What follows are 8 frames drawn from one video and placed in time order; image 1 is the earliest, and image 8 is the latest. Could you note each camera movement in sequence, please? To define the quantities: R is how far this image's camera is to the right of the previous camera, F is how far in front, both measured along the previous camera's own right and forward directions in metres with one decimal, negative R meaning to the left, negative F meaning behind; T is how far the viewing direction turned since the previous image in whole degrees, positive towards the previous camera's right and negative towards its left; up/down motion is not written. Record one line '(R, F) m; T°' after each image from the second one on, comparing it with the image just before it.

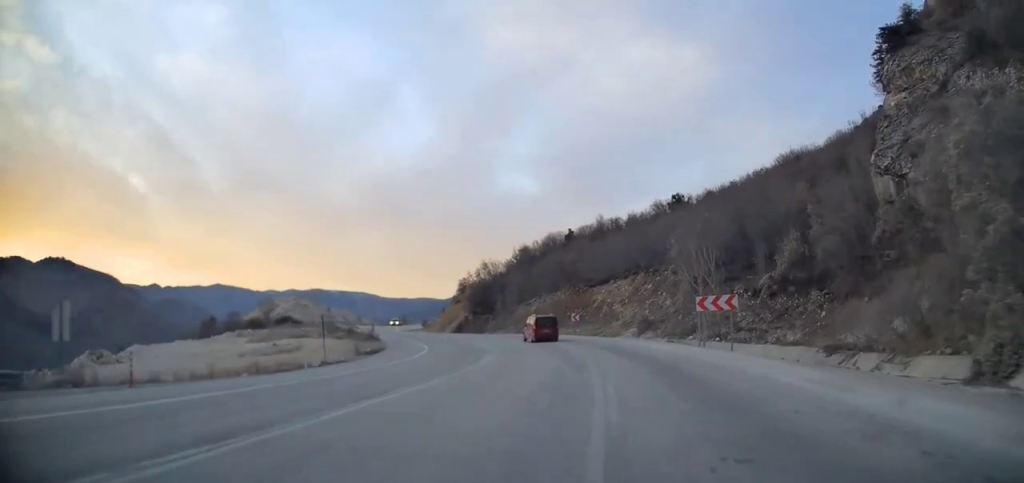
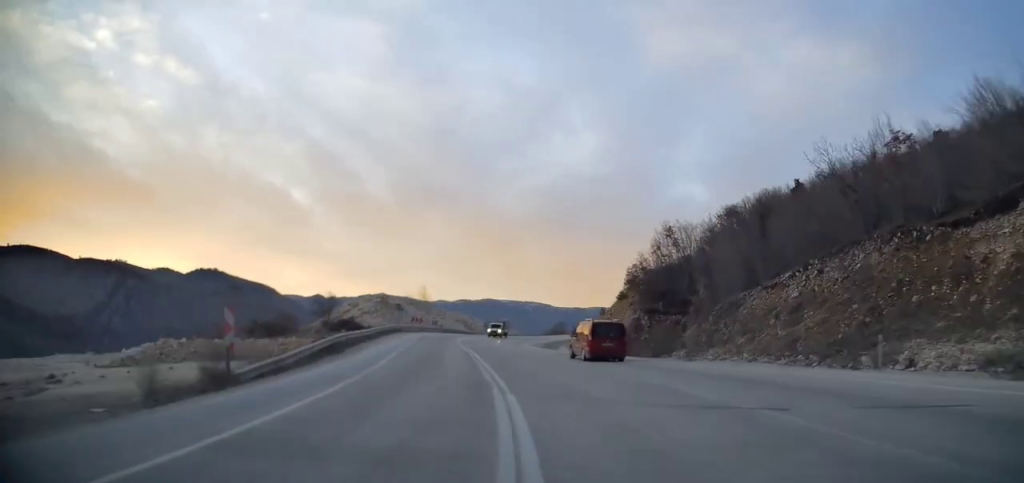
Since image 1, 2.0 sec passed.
(-5.7, +44.7) m; -15°
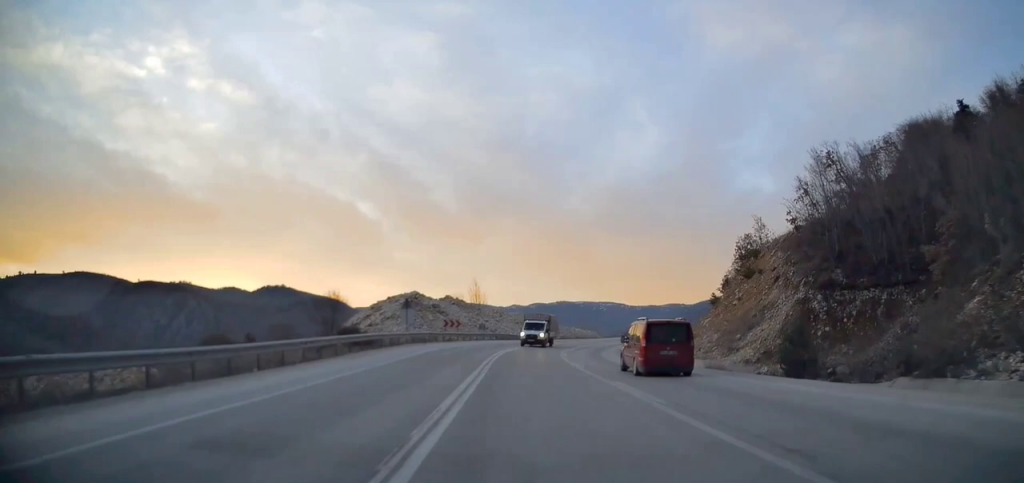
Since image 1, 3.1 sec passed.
(-1.6, +23.2) m; -6°
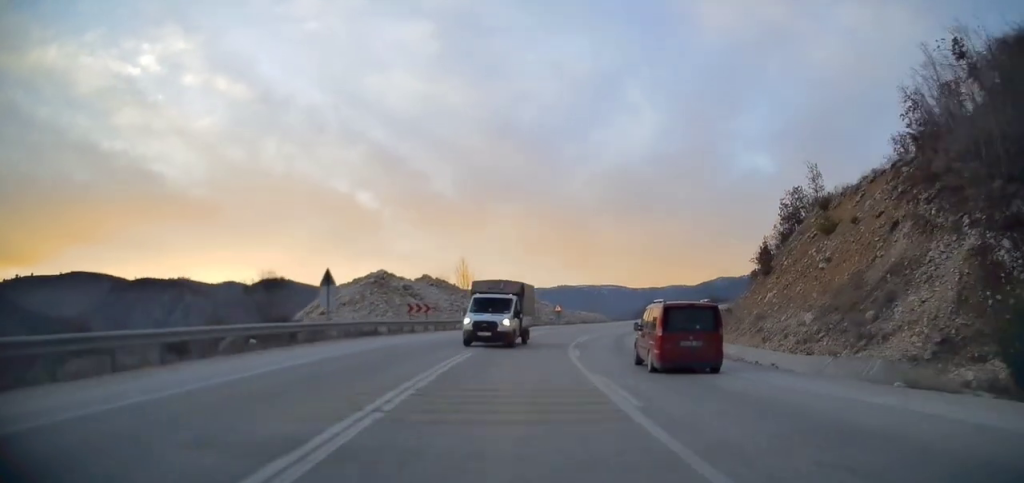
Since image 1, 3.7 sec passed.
(-0.3, +14.6) m; -1°
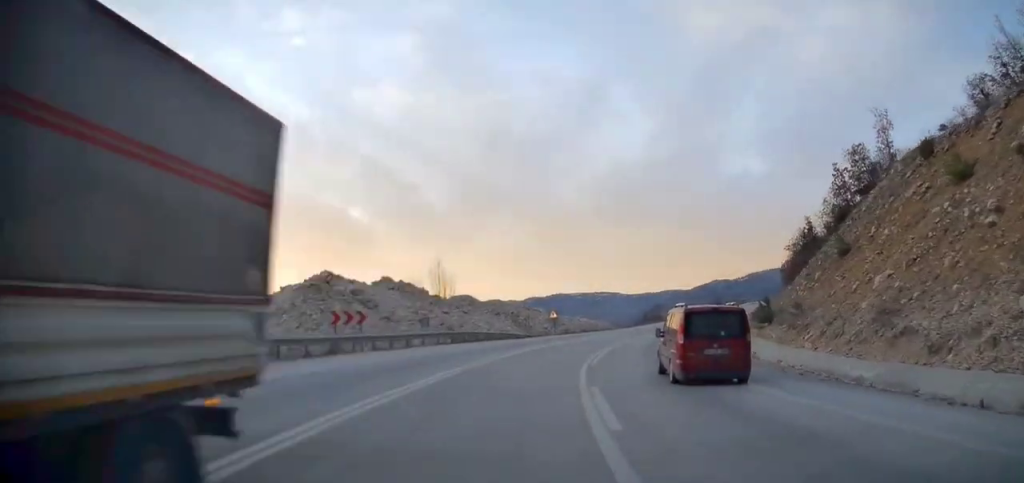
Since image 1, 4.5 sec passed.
(-0.1, +15.0) m; 0°
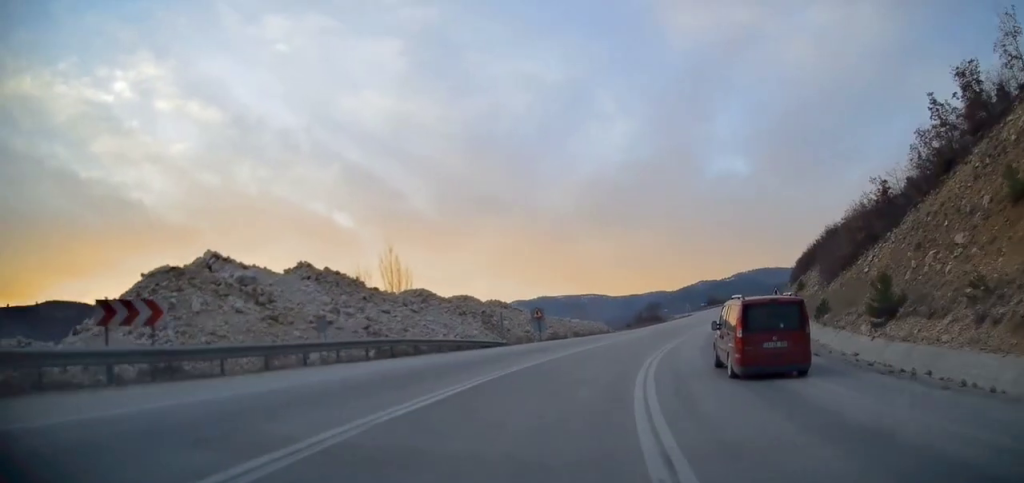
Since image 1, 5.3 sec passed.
(+0.2, +15.7) m; +2°
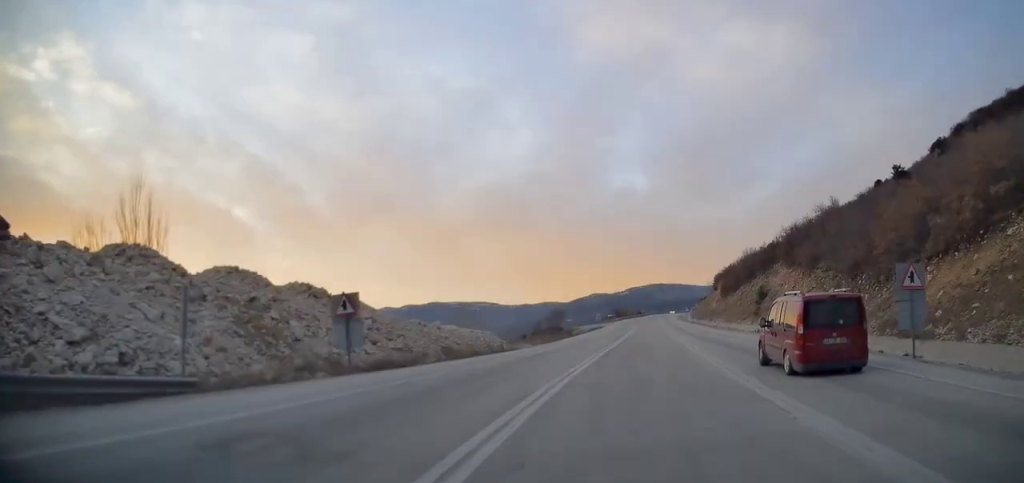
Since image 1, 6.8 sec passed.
(+1.5, +23.8) m; +9°
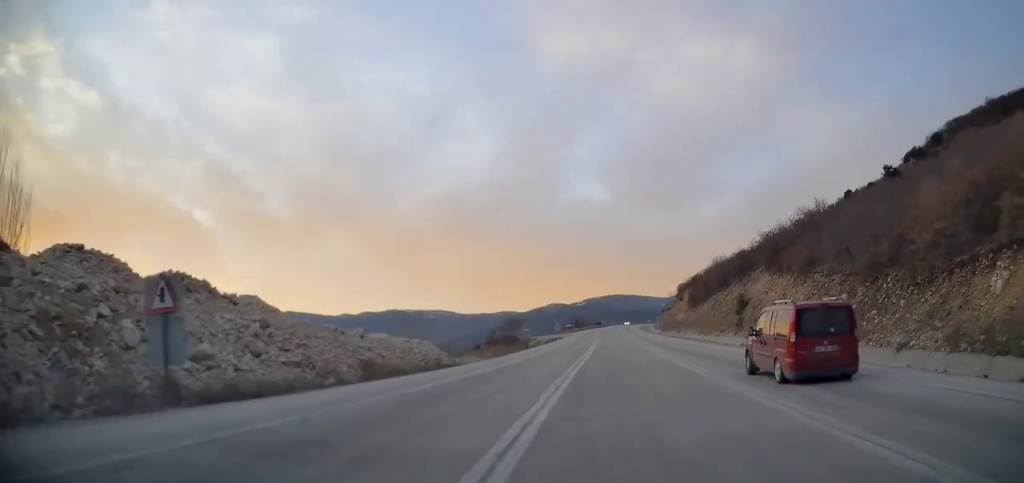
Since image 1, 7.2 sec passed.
(+0.3, +7.5) m; +3°
